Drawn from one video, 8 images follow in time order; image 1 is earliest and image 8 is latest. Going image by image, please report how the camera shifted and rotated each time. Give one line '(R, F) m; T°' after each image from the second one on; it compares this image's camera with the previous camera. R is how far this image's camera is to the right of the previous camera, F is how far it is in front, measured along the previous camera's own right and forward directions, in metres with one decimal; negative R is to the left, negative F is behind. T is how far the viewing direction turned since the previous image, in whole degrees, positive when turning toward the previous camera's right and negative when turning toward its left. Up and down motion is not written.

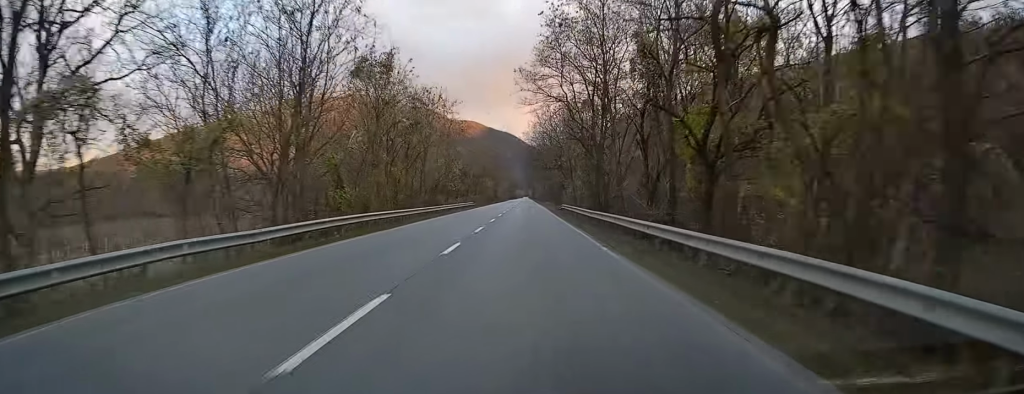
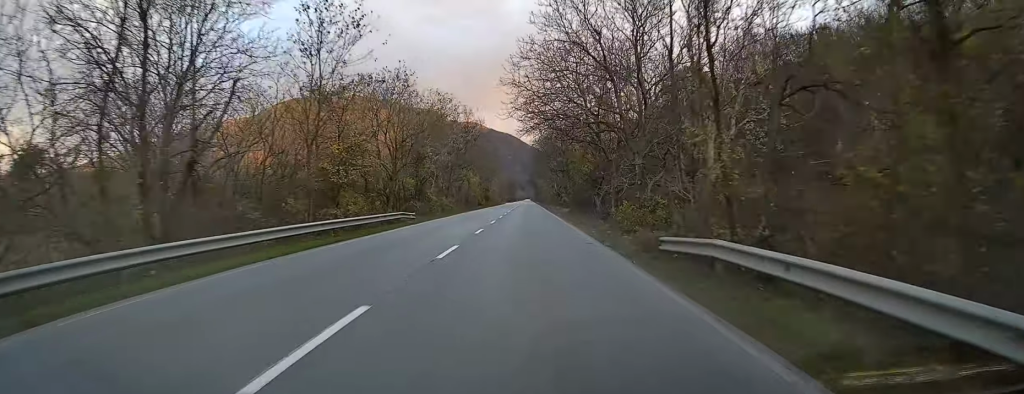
(+0.2, +45.7) m; +1°
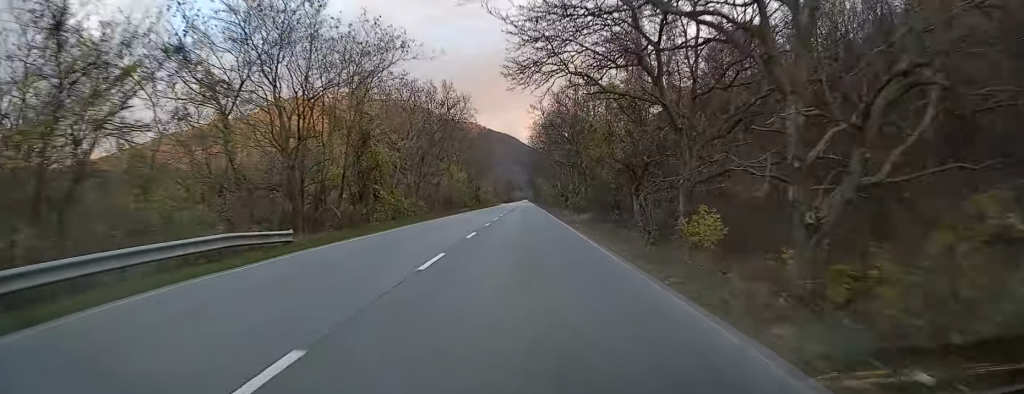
(0.0, +20.2) m; 0°
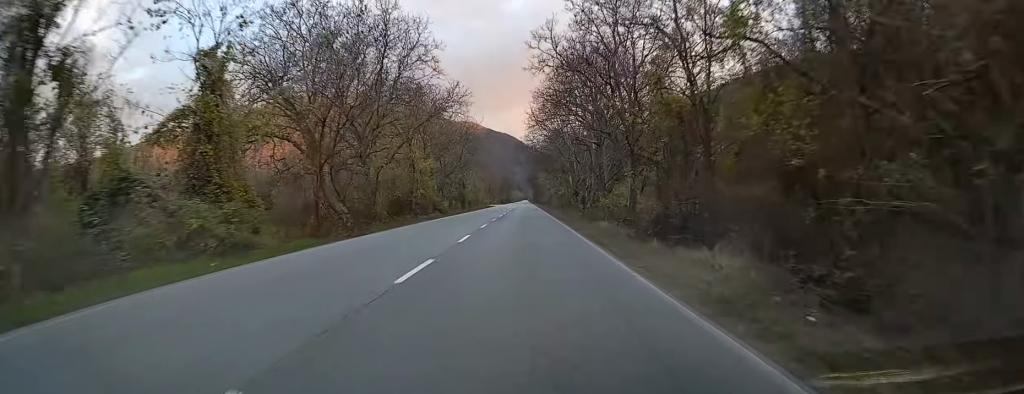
(-0.2, +28.5) m; -1°
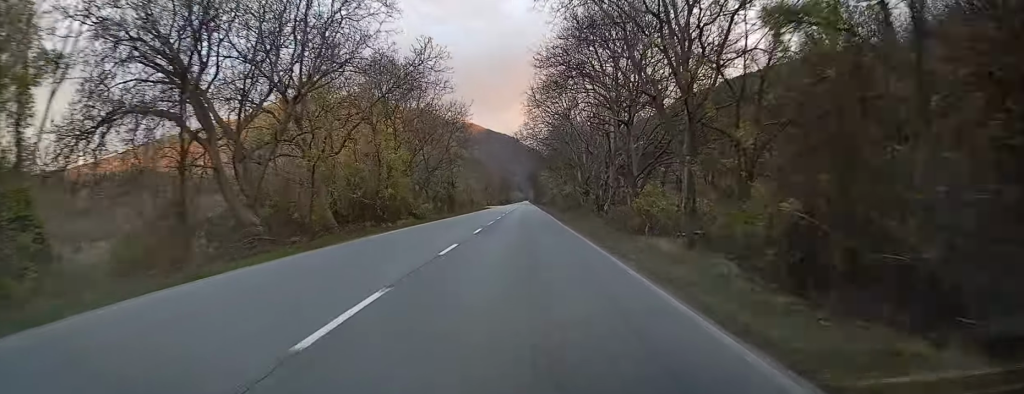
(0.0, +12.9) m; 0°
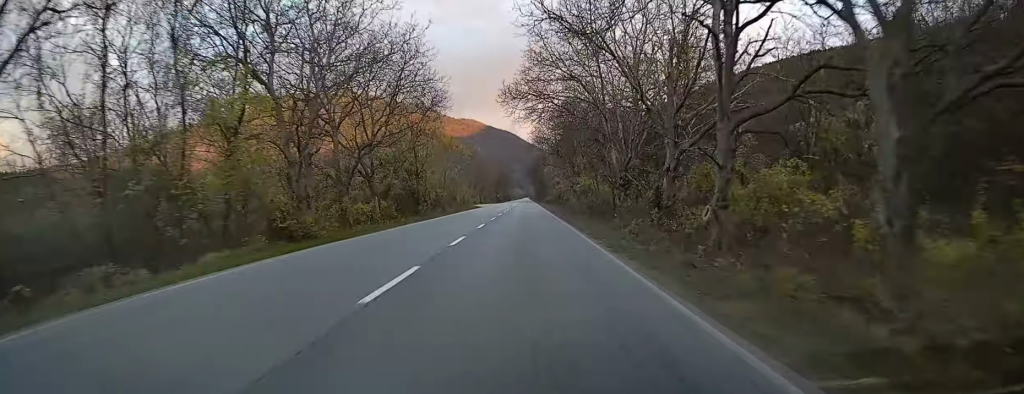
(+0.1, +25.1) m; 0°
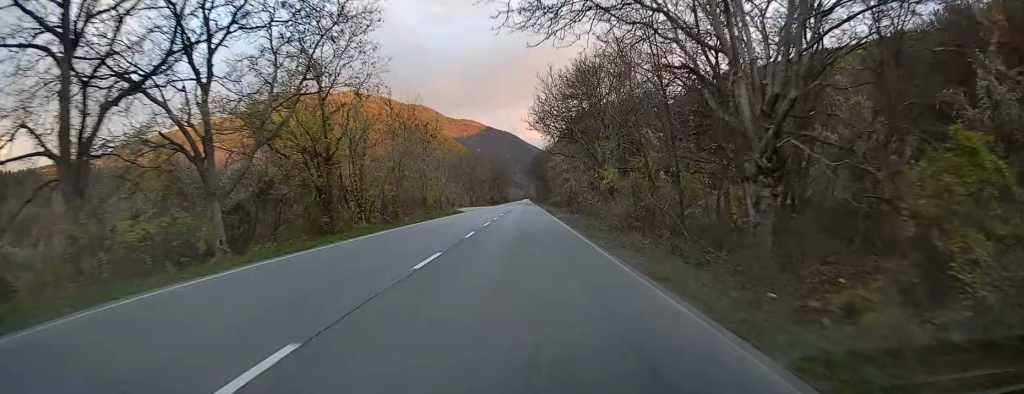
(0.0, +23.6) m; 0°
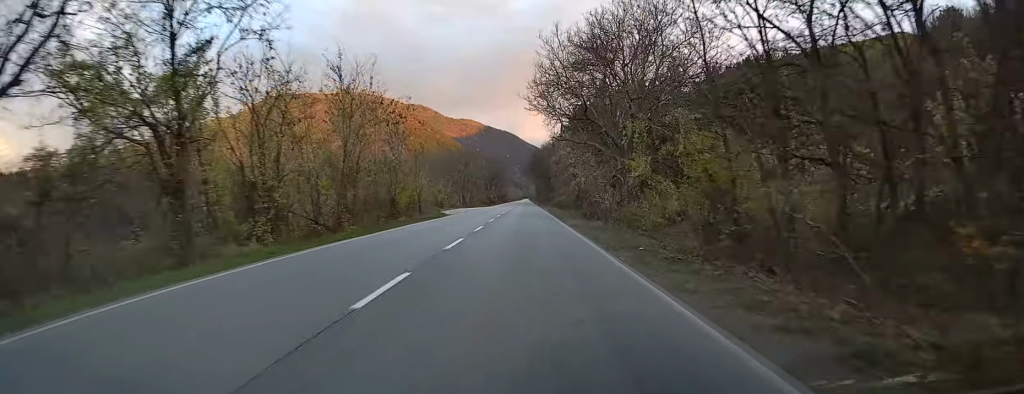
(0.0, +13.0) m; 0°
